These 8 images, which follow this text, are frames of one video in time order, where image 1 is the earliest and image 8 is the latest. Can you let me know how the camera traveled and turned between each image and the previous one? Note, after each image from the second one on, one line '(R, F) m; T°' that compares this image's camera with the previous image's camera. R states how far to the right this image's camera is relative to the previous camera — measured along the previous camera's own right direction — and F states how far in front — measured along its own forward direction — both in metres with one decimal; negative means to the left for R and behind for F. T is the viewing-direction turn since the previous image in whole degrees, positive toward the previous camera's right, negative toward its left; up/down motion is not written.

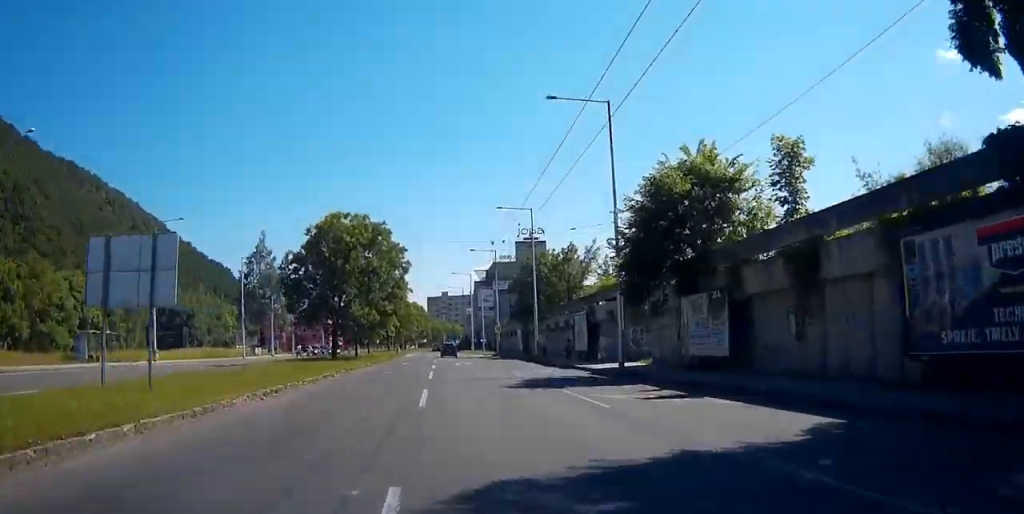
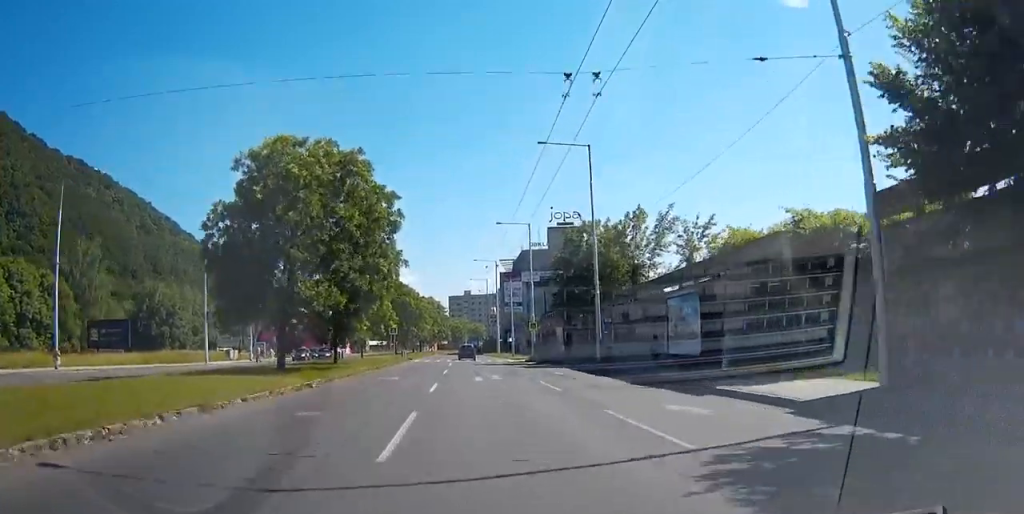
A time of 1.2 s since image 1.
(-1.4, +20.8) m; -2°
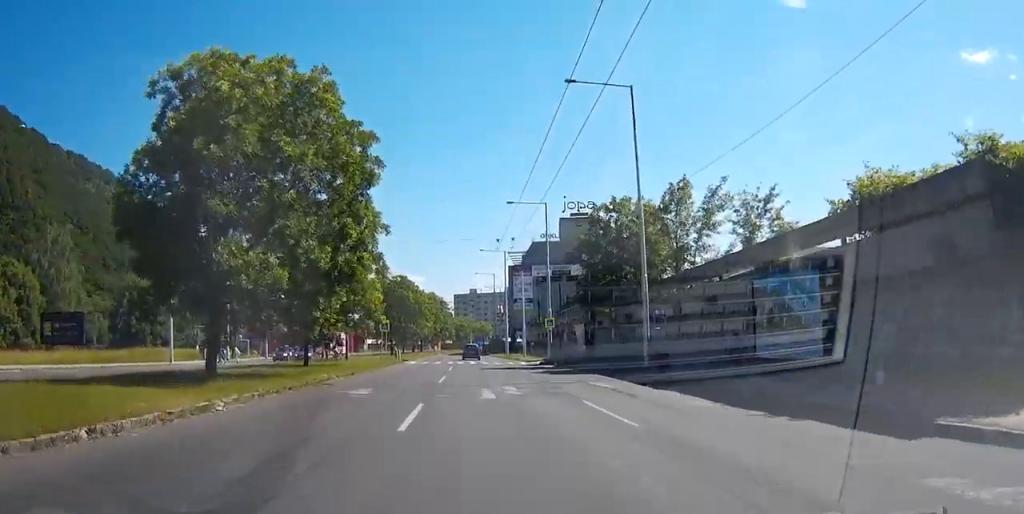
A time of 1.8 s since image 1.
(0.0, +10.2) m; +2°
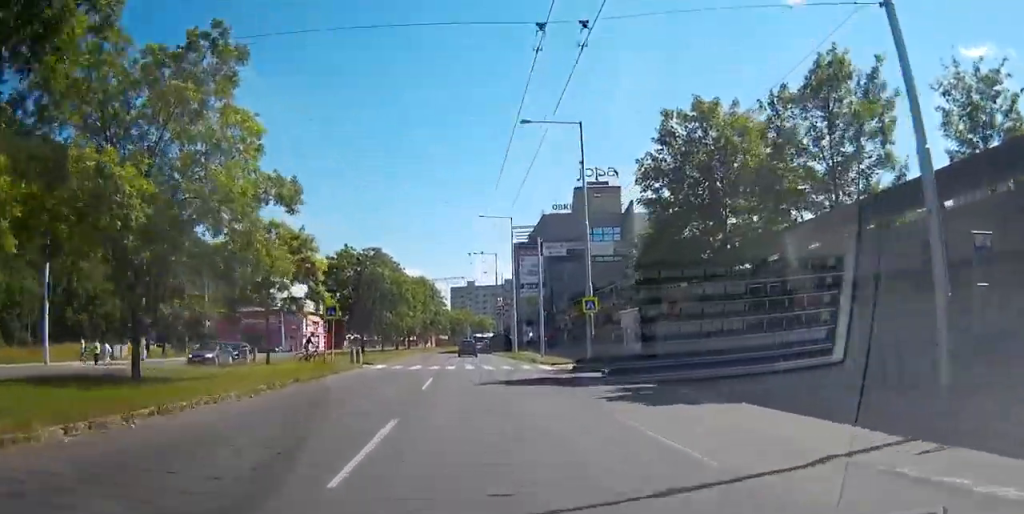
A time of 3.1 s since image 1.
(+0.5, +20.7) m; -1°
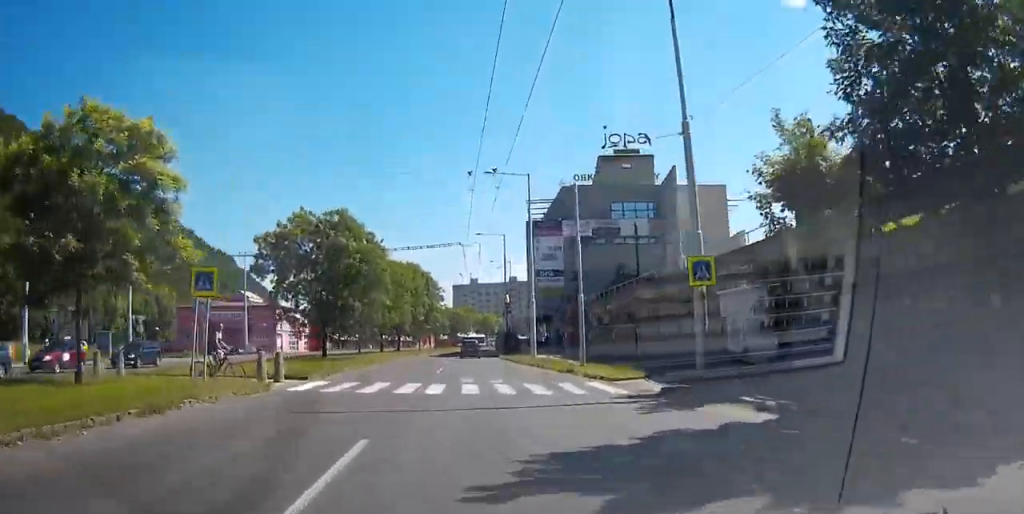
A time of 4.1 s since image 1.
(-0.8, +17.7) m; -3°
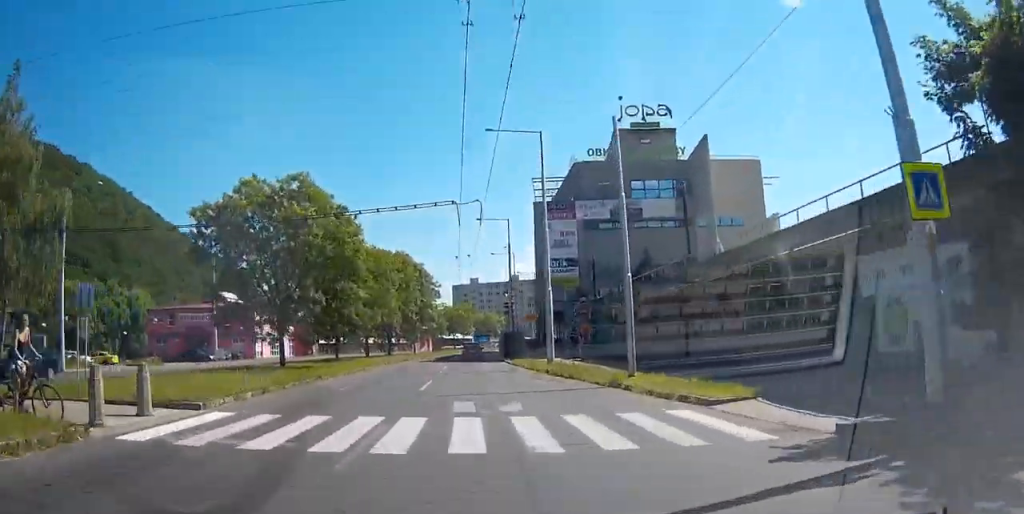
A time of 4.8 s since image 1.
(0.0, +10.5) m; 0°
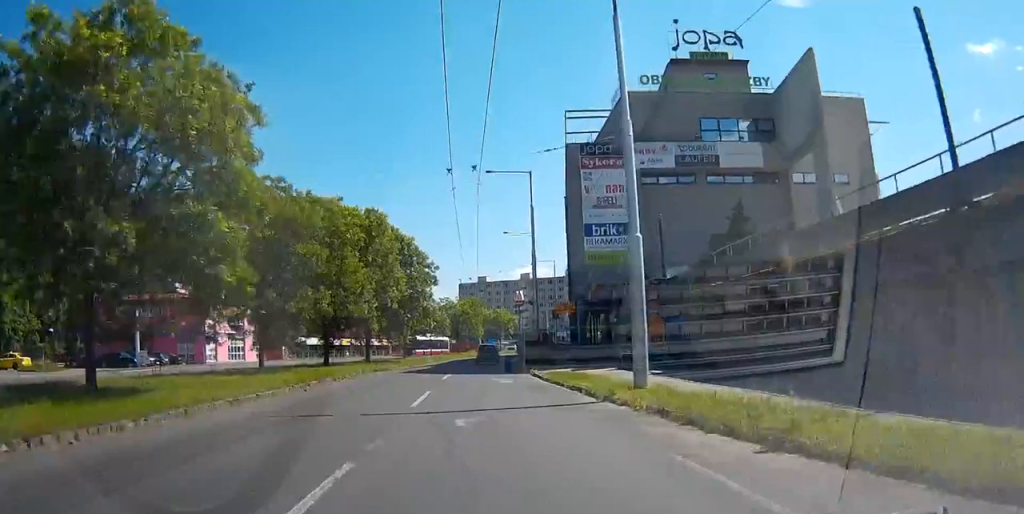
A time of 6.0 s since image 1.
(0.0, +19.4) m; 0°
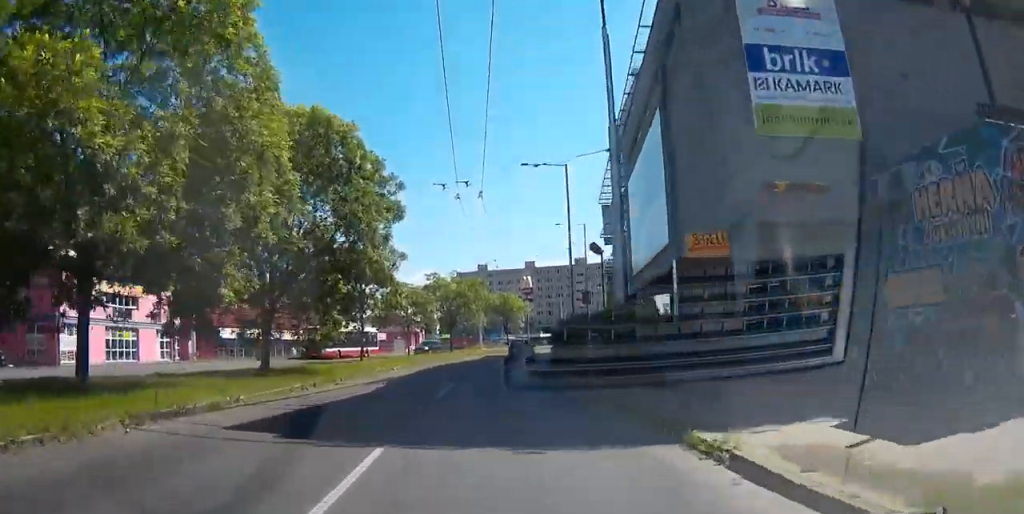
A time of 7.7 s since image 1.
(+0.2, +27.3) m; +1°
